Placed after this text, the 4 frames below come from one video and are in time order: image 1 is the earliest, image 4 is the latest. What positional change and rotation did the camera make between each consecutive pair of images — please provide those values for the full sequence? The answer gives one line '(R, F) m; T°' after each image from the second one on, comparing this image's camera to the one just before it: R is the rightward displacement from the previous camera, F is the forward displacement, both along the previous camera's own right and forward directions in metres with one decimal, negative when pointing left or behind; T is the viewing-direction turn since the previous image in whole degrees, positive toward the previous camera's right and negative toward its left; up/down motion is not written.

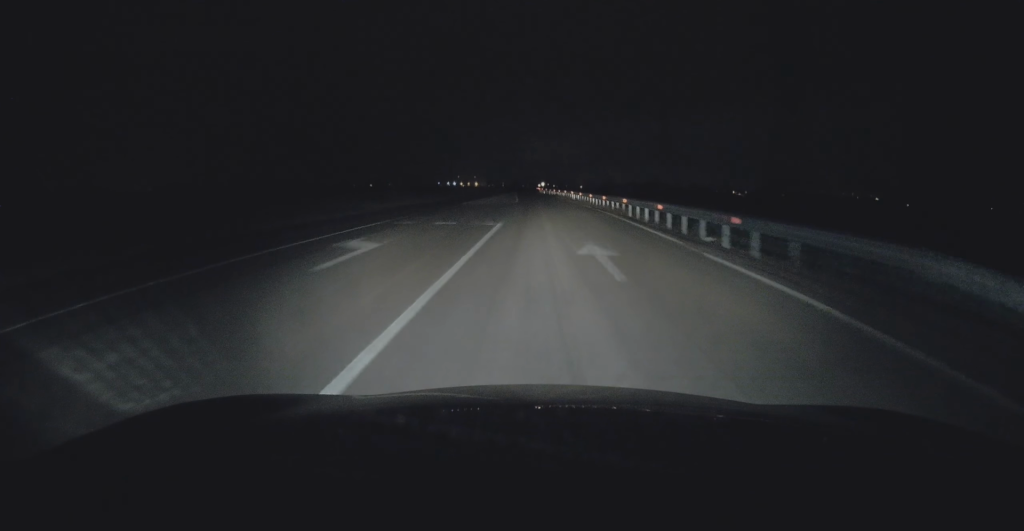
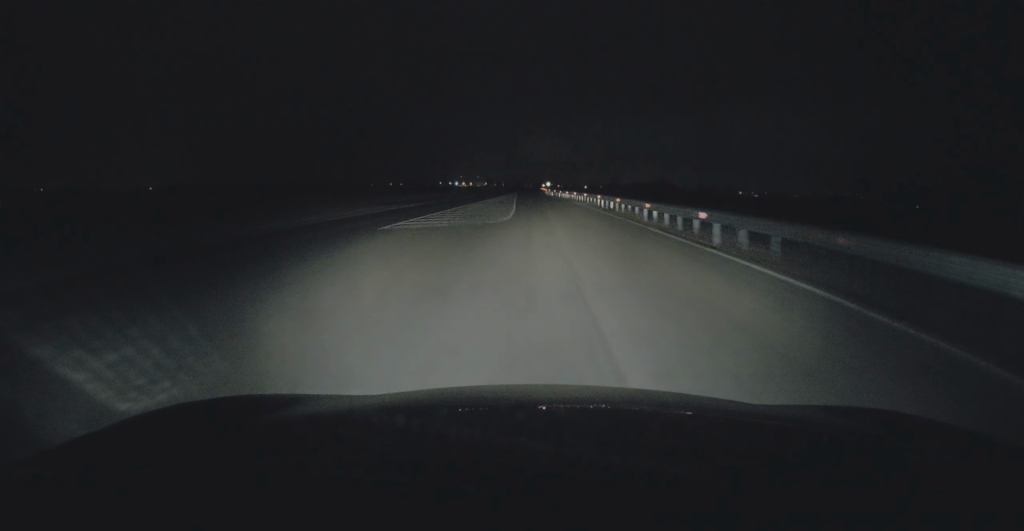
(-0.1, +20.6) m; -1°
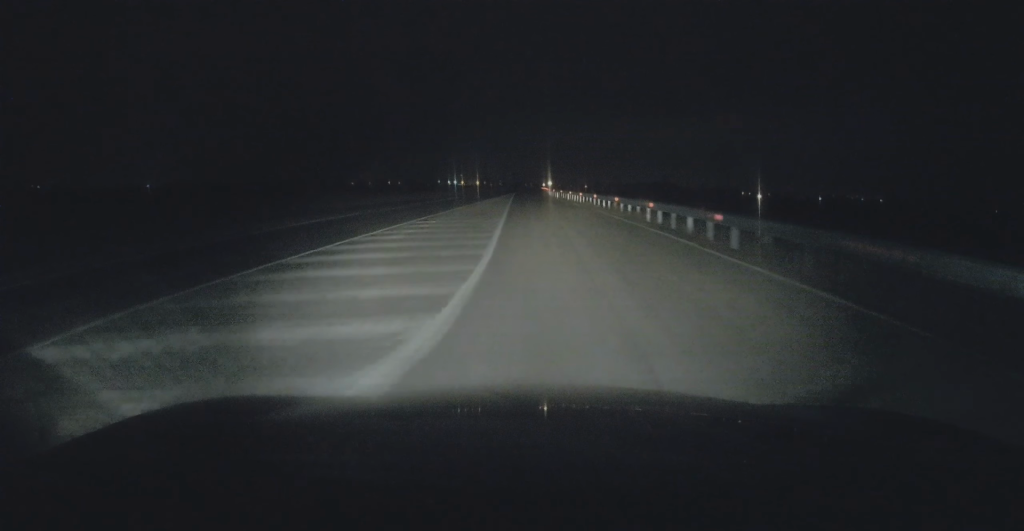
(-0.1, +17.1) m; 0°
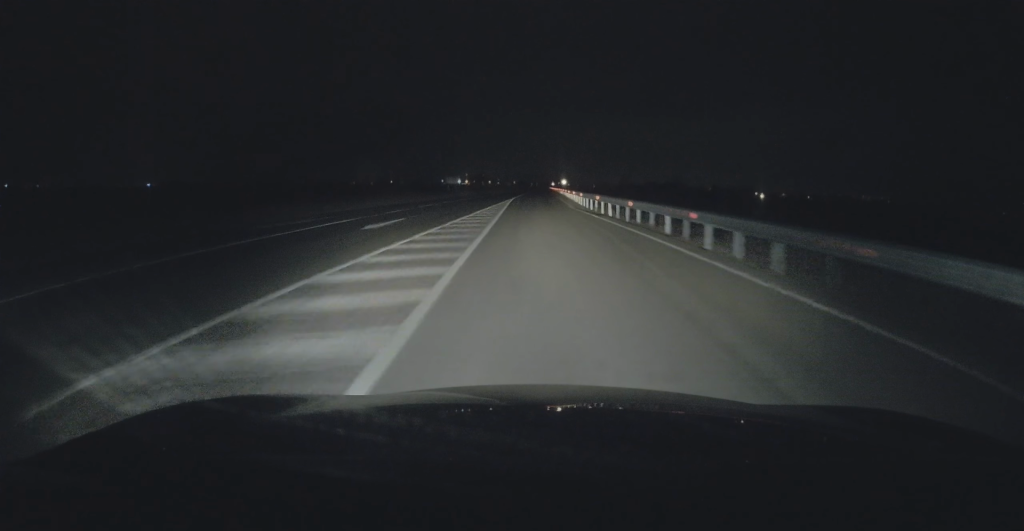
(-0.1, +39.2) m; 0°
